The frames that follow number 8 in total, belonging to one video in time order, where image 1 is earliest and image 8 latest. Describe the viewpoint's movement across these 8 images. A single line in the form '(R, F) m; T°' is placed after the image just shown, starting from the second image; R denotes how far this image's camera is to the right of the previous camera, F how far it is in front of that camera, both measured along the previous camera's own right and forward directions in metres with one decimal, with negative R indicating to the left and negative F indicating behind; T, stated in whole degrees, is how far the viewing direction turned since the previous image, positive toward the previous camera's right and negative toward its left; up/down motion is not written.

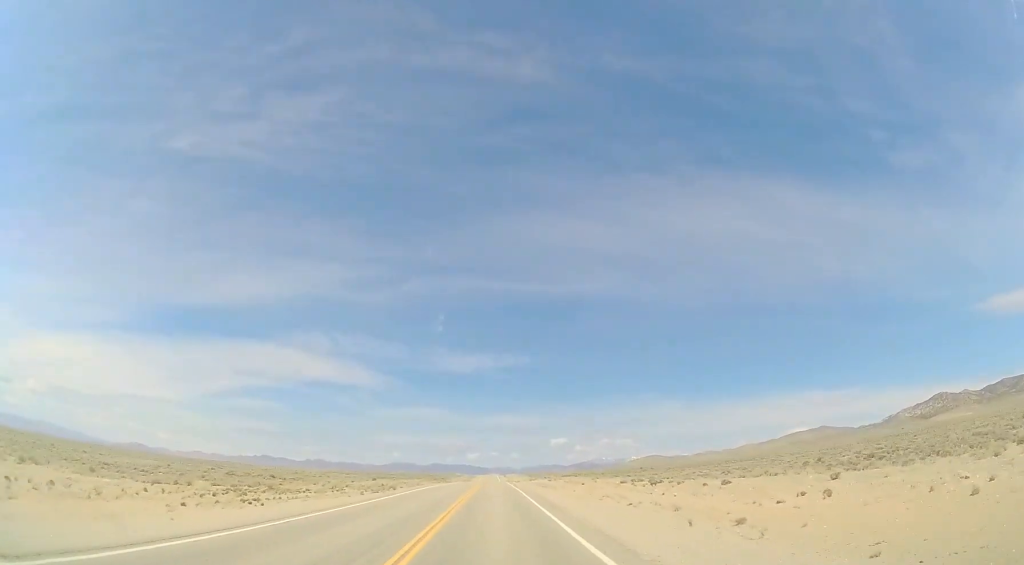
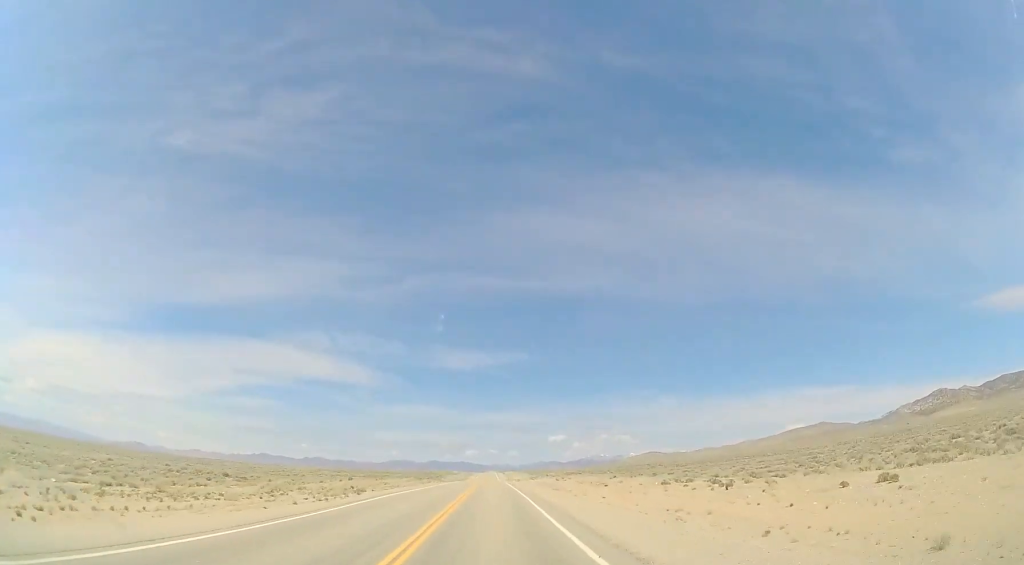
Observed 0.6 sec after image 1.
(0.0, +12.9) m; +1°
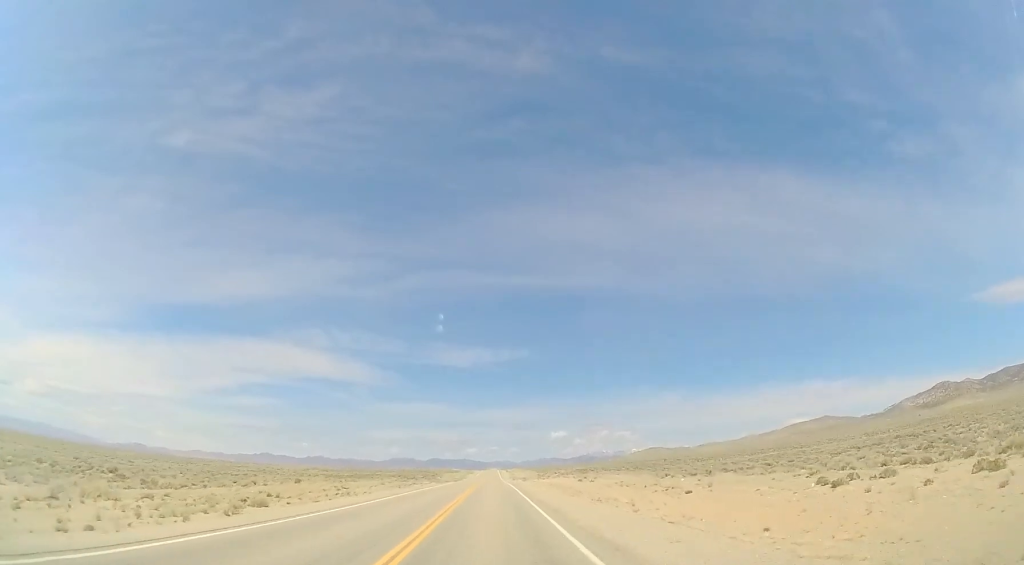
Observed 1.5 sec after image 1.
(+0.4, +19.1) m; +1°
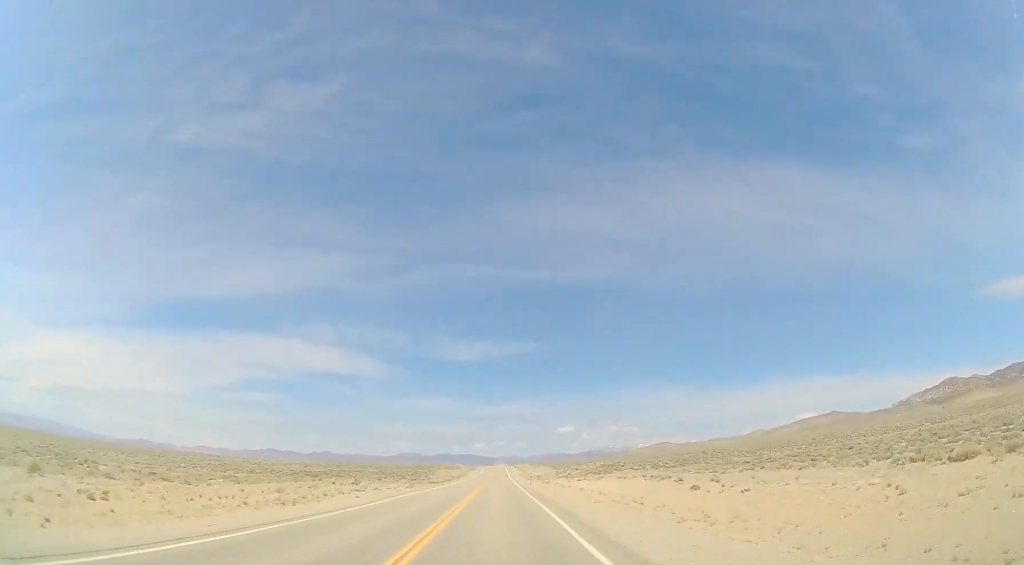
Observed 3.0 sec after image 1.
(-0.2, +31.6) m; -2°
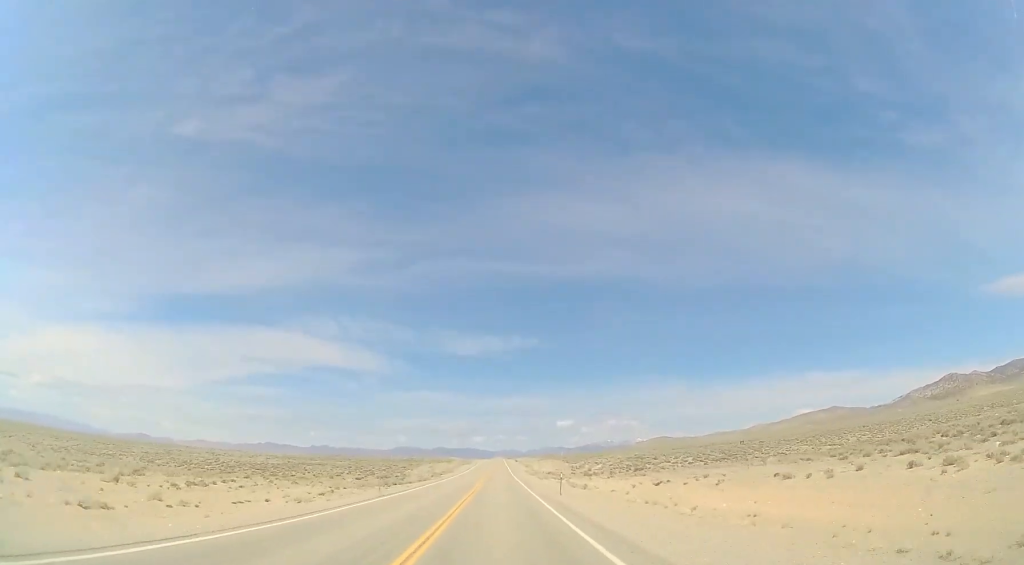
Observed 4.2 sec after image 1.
(-0.5, +28.2) m; -1°
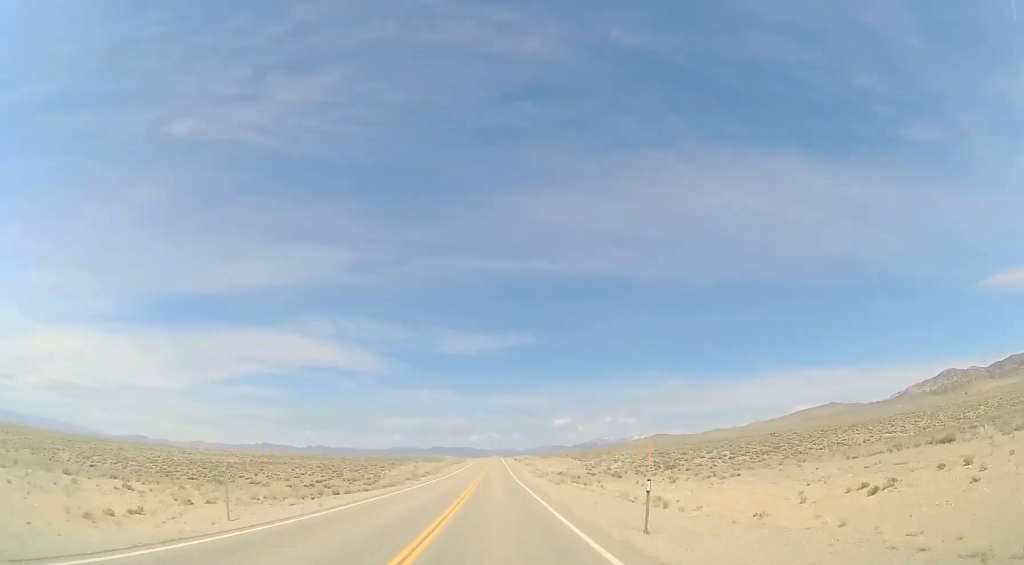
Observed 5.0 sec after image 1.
(0.0, +18.0) m; +1°
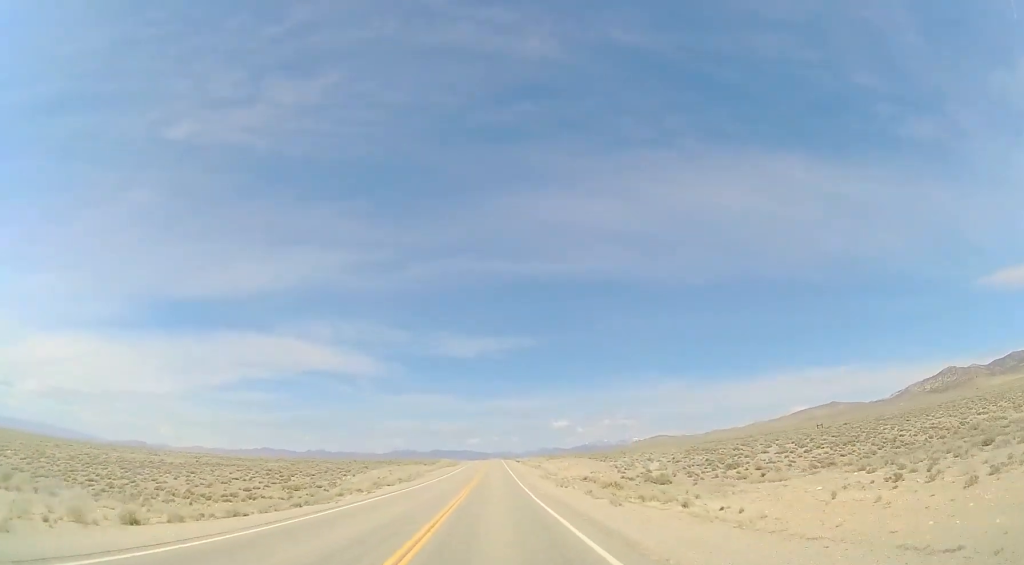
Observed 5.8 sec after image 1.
(0.0, +20.3) m; +1°
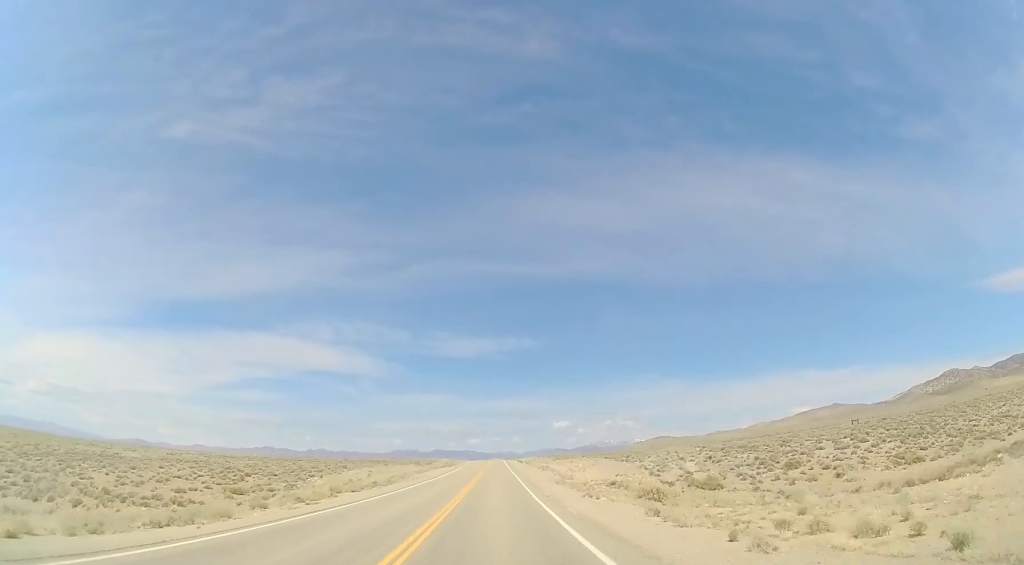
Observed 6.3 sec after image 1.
(+0.2, +11.7) m; 0°
